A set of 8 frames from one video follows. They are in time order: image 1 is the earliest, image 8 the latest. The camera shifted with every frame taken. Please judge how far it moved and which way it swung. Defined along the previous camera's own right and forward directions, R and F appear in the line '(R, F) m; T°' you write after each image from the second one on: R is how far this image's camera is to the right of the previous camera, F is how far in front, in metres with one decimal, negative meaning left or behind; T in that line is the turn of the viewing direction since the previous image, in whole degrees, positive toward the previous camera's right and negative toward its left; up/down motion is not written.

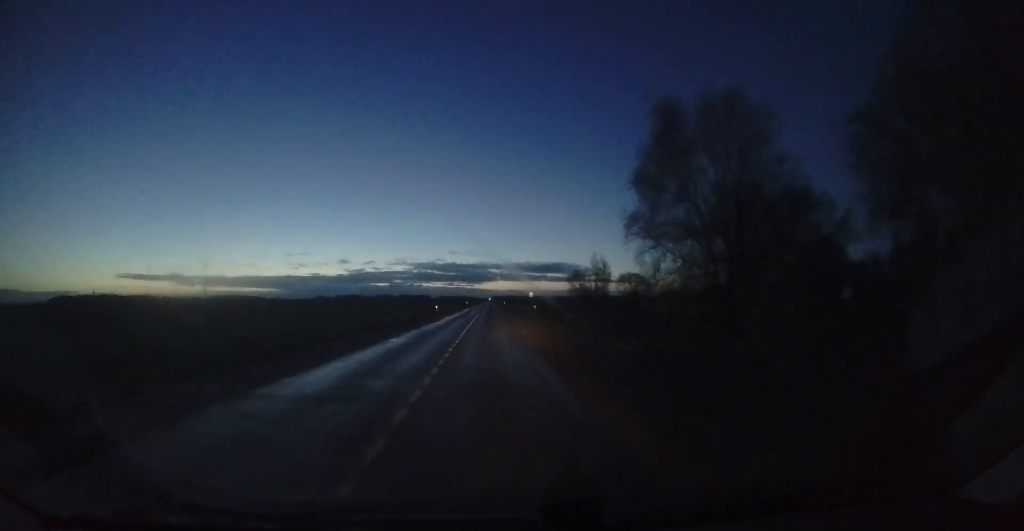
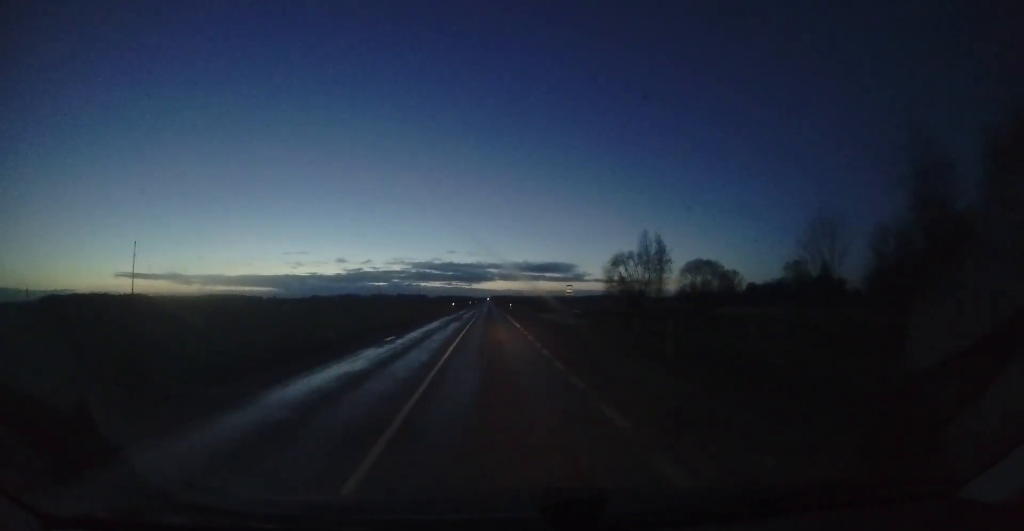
(-0.3, +30.4) m; 0°
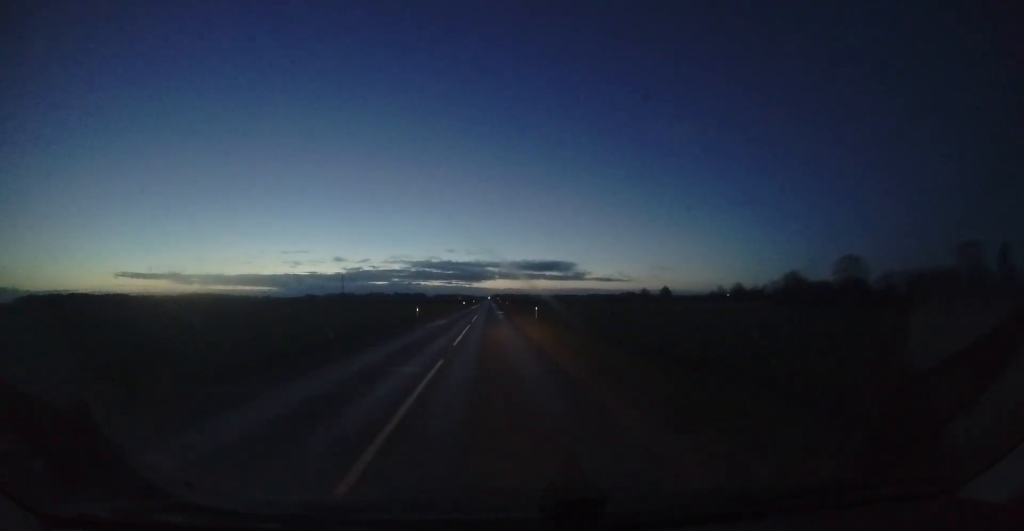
(+0.6, +80.1) m; -1°
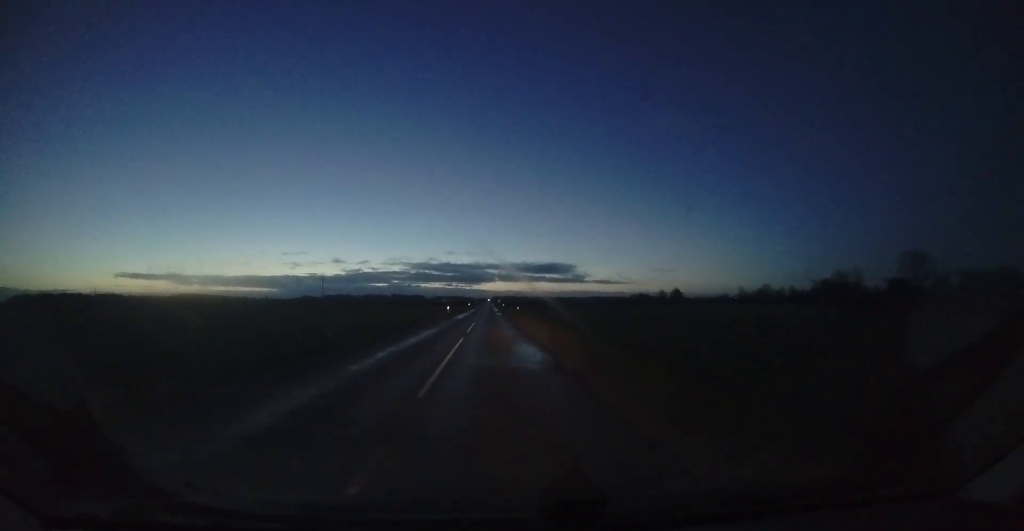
(-0.2, +29.7) m; 0°
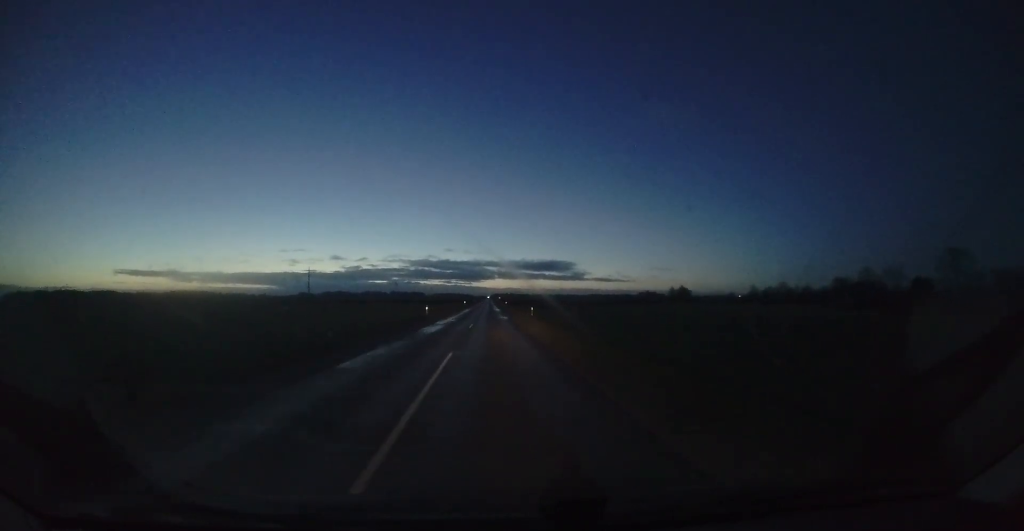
(+0.1, +16.2) m; +1°
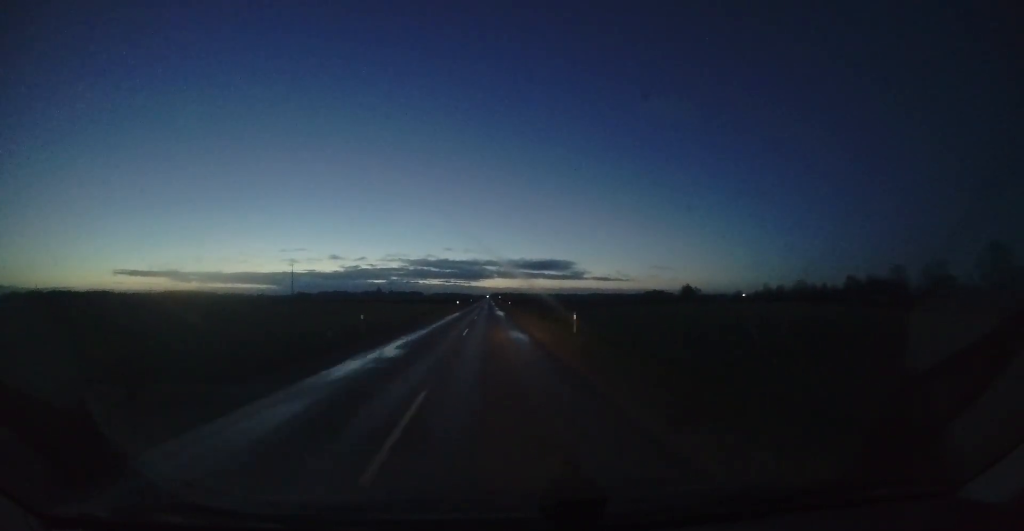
(+0.1, +16.1) m; 0°
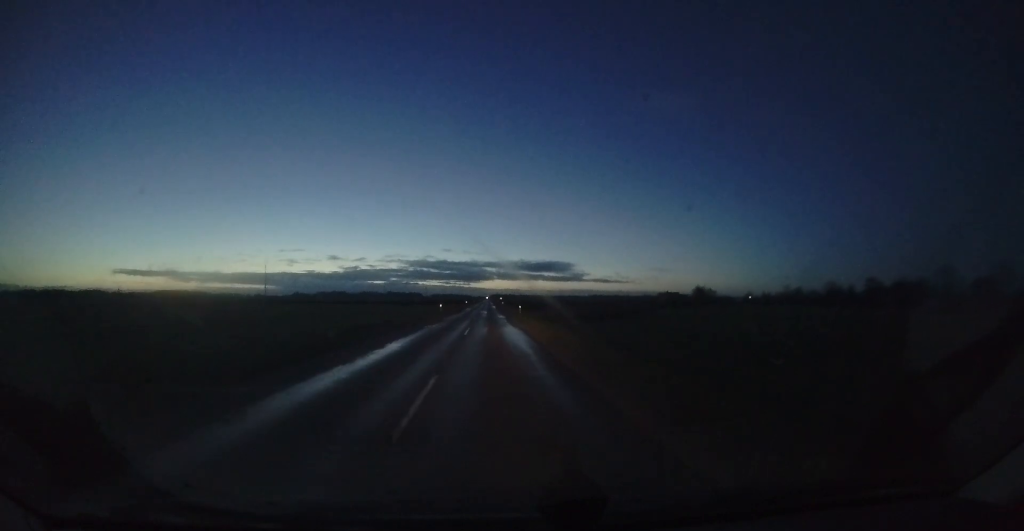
(+0.1, +22.4) m; 0°
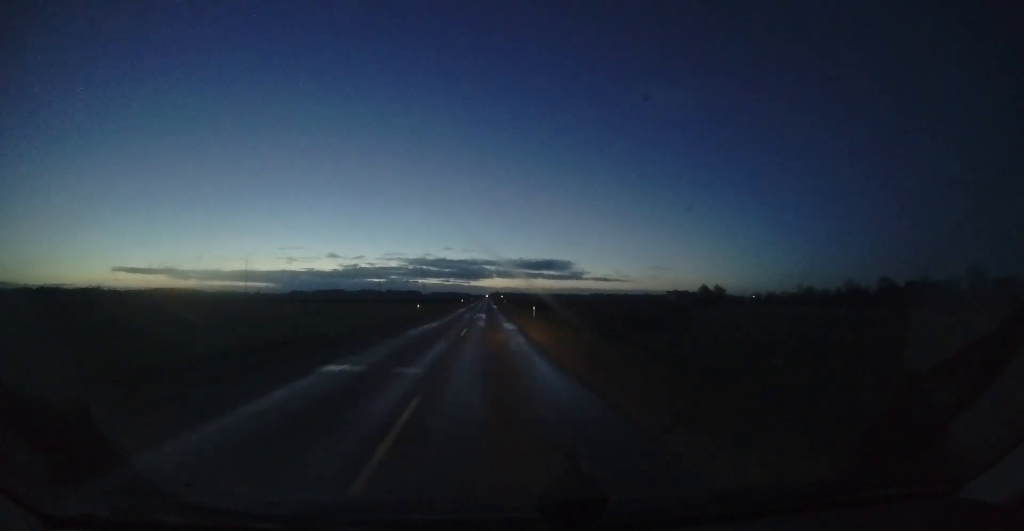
(+0.1, +13.4) m; 0°
